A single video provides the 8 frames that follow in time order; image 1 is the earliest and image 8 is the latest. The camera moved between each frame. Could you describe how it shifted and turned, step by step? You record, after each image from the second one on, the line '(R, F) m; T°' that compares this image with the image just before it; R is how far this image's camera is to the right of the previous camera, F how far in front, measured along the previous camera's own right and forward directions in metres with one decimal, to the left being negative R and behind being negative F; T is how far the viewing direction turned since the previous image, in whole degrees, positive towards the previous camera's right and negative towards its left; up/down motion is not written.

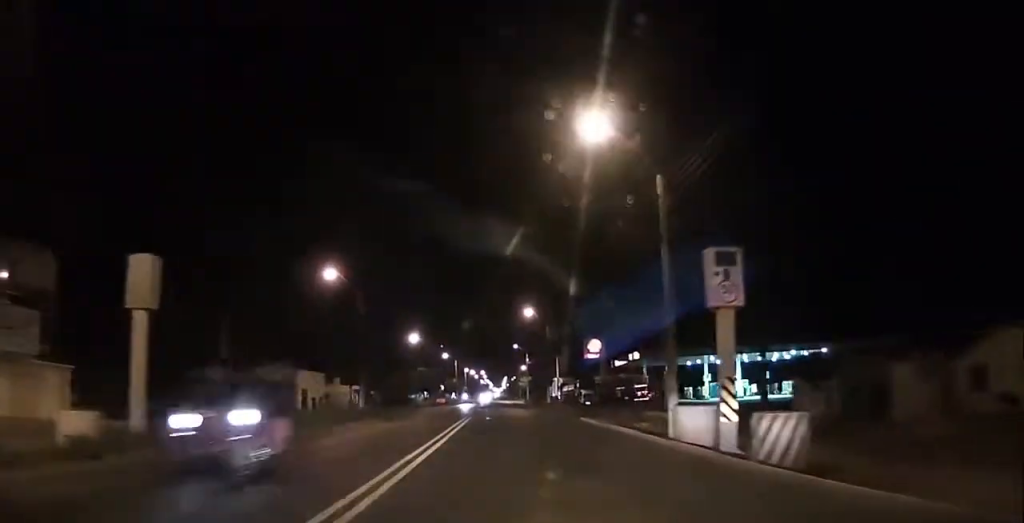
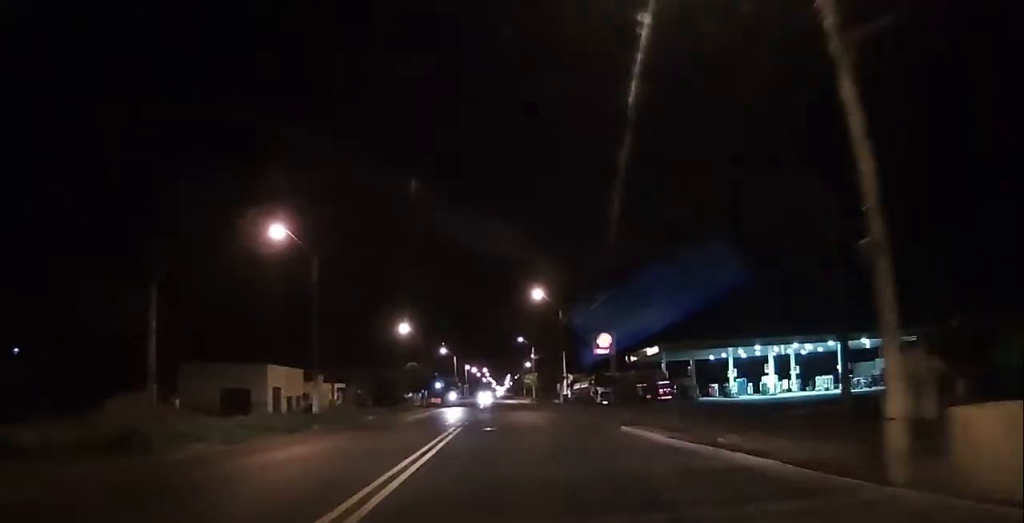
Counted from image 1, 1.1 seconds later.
(-0.1, +10.9) m; -2°
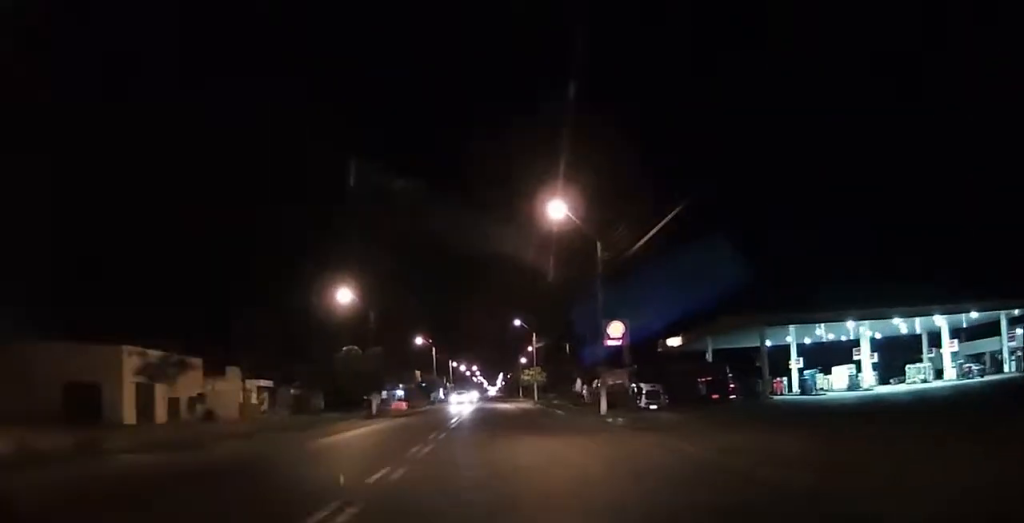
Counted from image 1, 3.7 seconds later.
(+0.7, +23.7) m; +1°
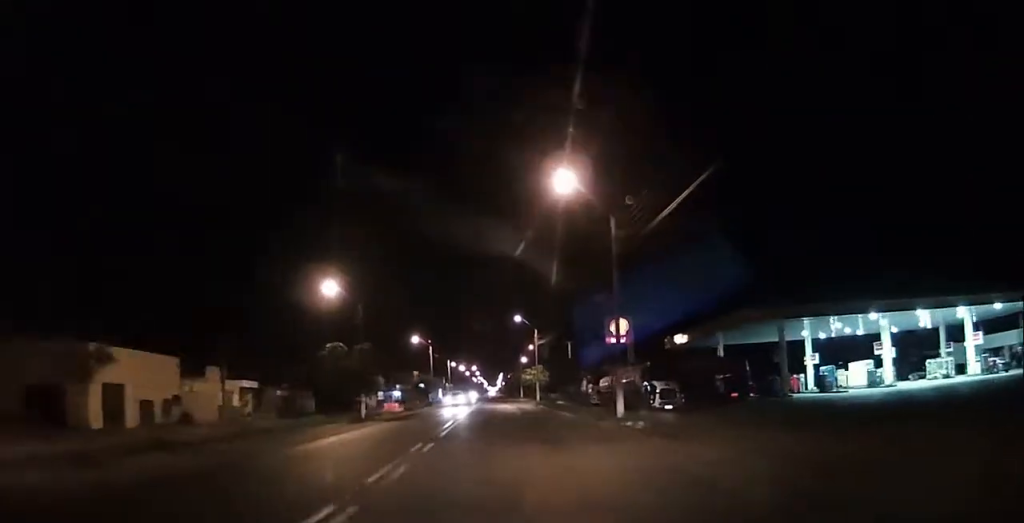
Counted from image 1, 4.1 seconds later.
(0.0, +3.8) m; -1°
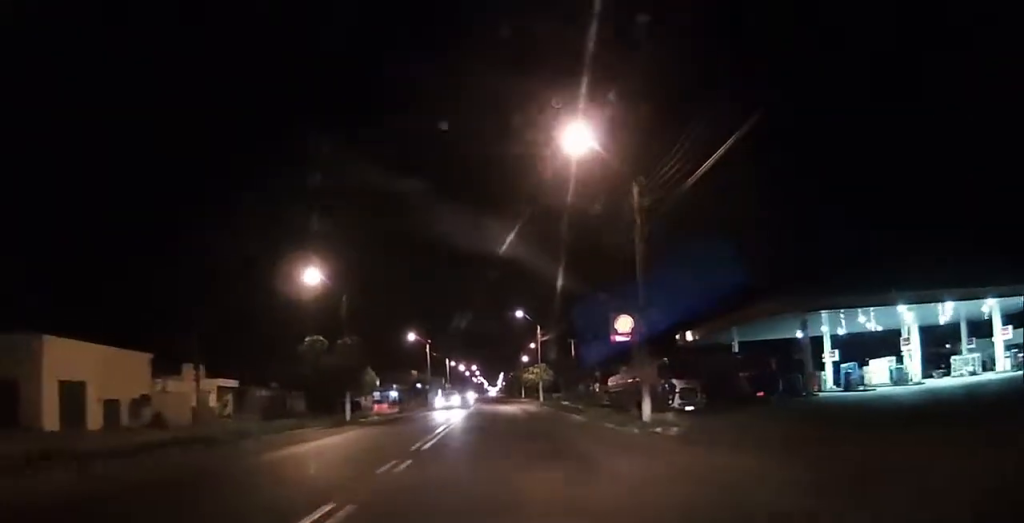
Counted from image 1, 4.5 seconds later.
(-0.3, +4.2) m; 0°
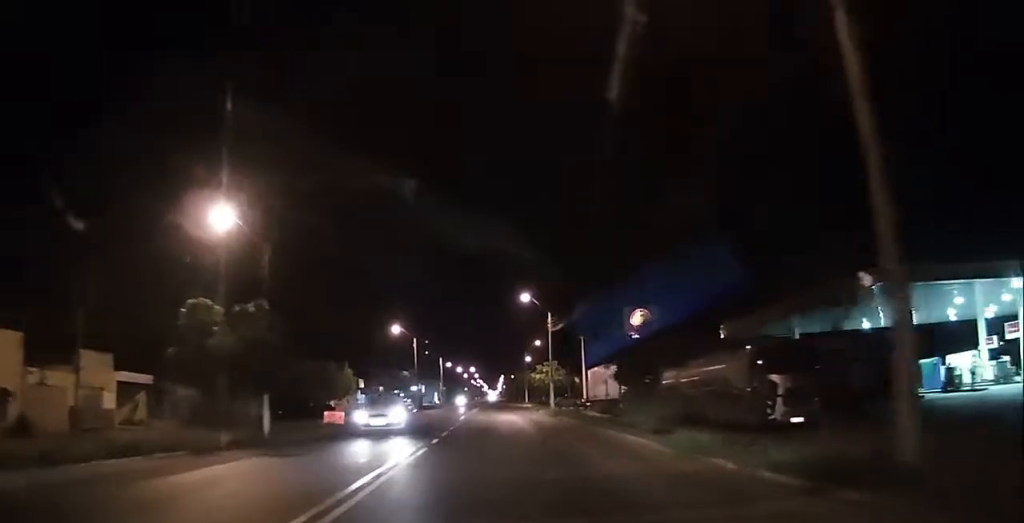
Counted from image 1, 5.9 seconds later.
(+0.2, +13.1) m; +3°
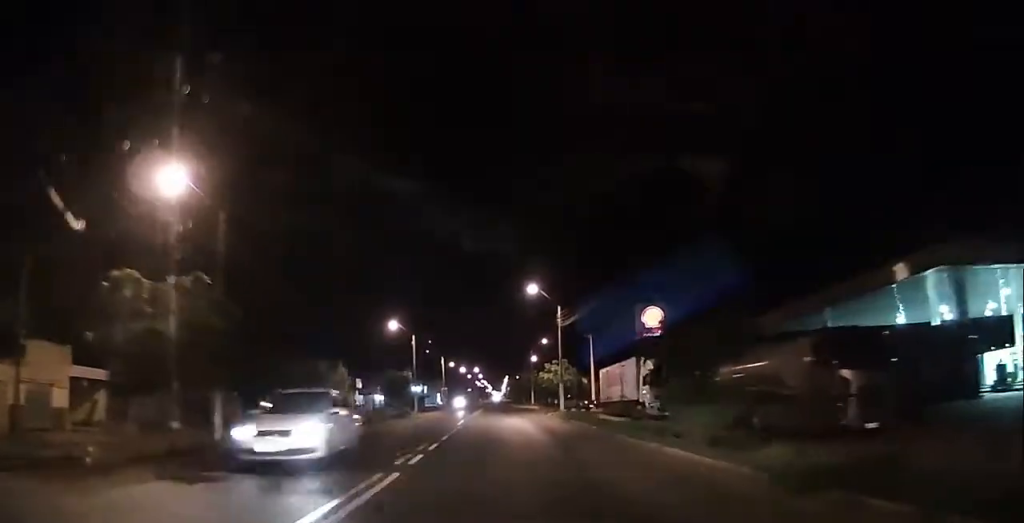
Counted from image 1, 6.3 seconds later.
(0.0, +4.7) m; 0°
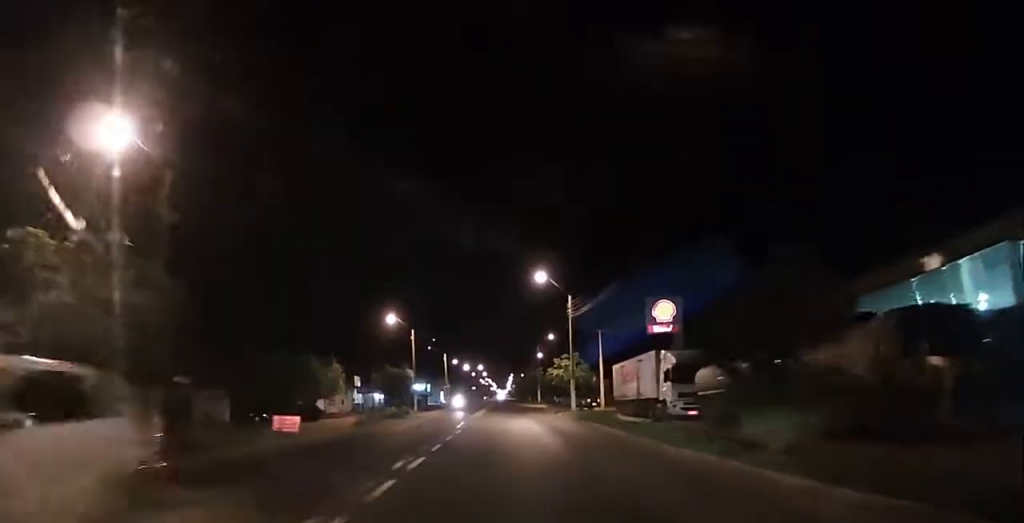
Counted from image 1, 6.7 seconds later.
(0.0, +4.1) m; 0°
